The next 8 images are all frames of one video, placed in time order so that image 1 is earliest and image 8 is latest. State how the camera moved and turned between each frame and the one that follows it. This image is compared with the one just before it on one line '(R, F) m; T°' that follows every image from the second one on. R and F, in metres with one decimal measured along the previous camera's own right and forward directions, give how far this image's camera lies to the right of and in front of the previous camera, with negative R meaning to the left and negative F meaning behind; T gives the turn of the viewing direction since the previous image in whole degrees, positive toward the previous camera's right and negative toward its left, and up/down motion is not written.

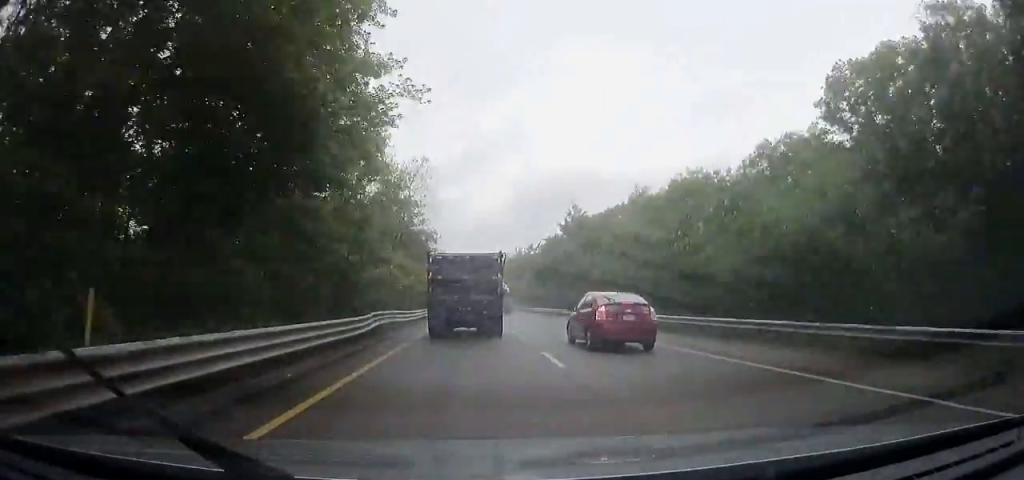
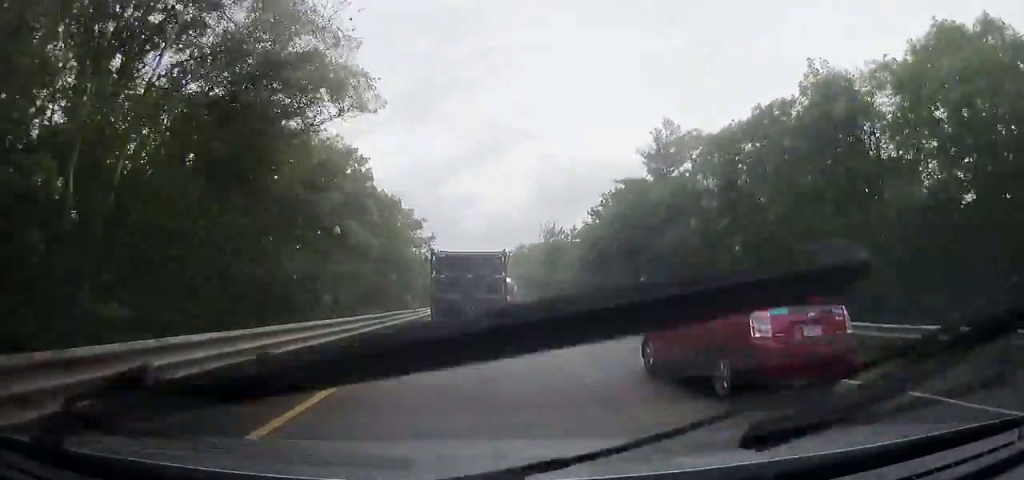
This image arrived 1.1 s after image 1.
(-0.1, +33.8) m; -1°
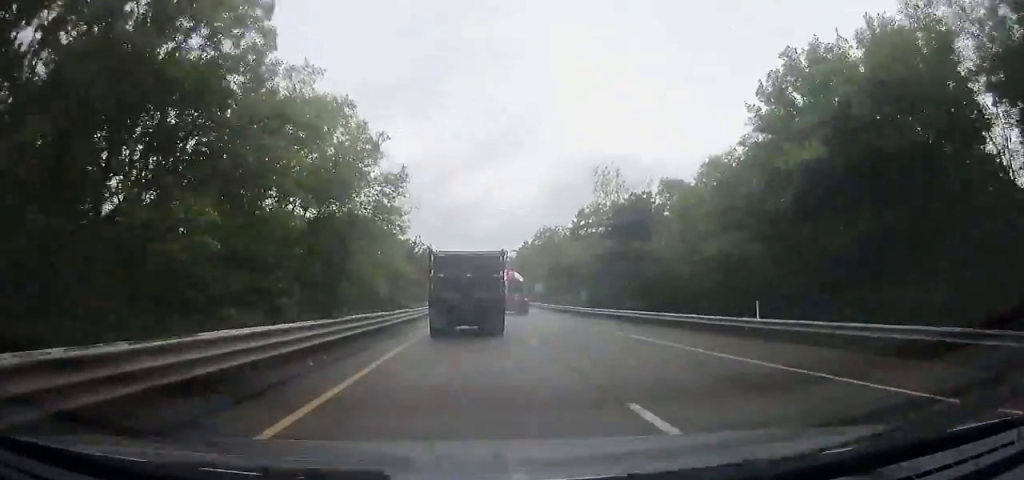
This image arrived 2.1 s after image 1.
(-0.3, +33.6) m; -1°
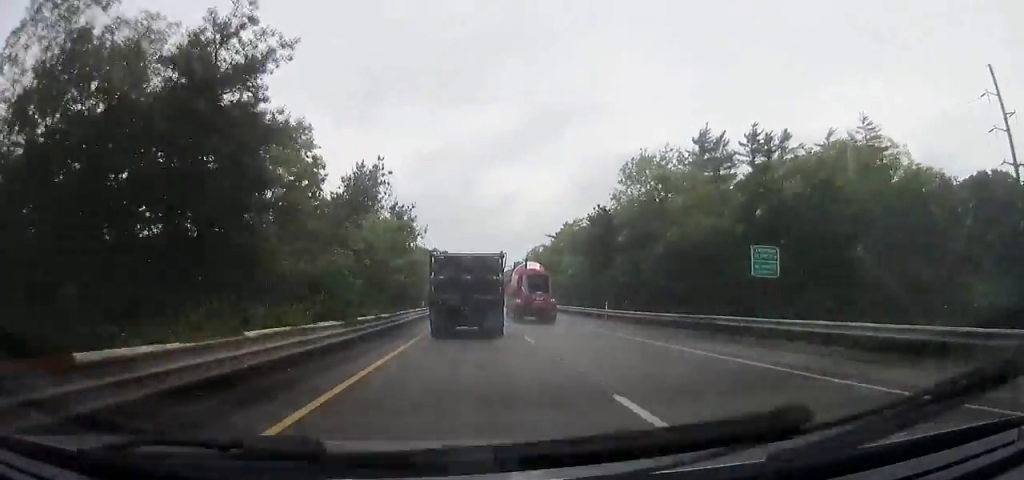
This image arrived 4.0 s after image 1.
(-0.8, +59.7) m; -1°
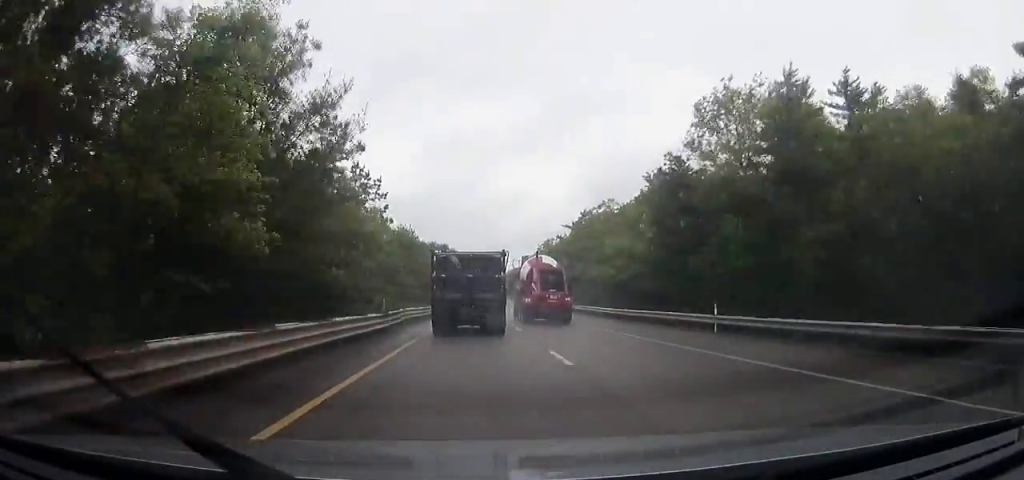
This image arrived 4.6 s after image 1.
(-0.1, +17.8) m; -1°
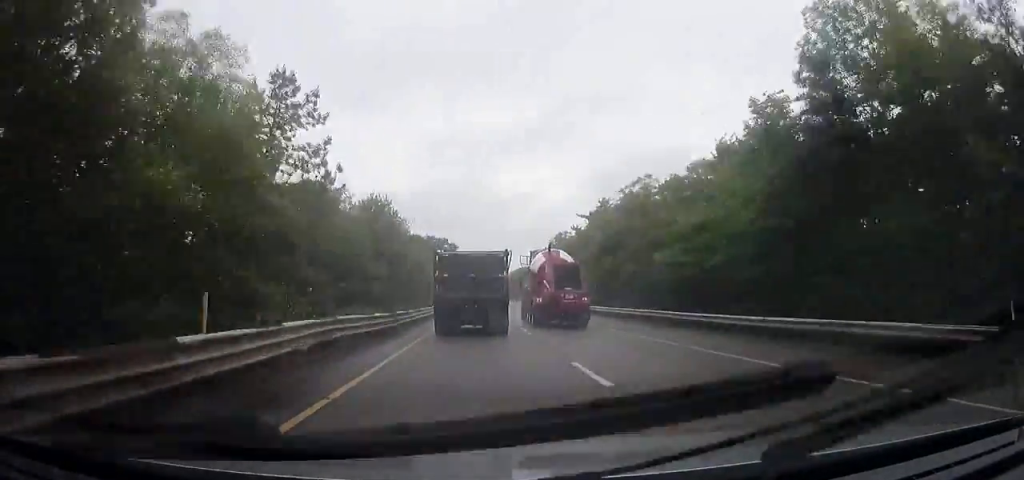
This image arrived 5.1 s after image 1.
(-0.1, +14.7) m; 0°
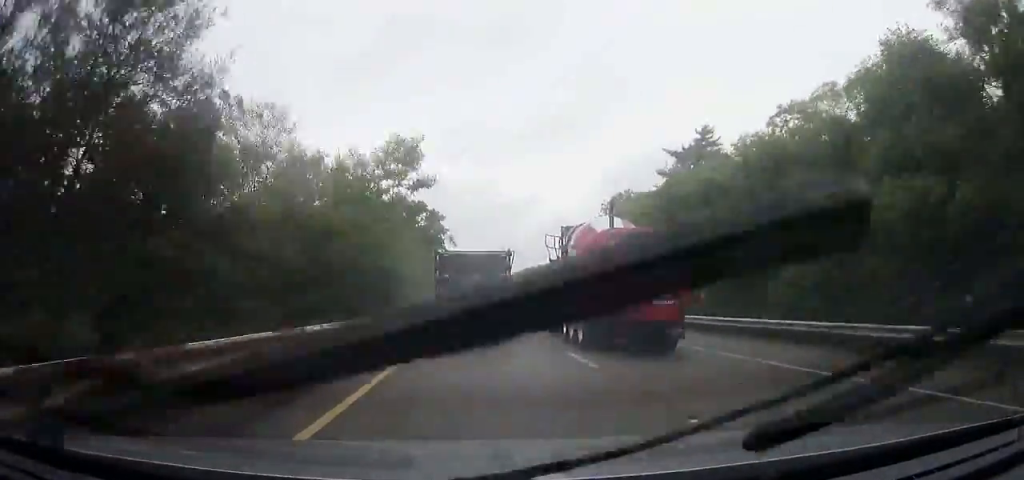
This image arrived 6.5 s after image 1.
(-0.1, +46.2) m; 0°
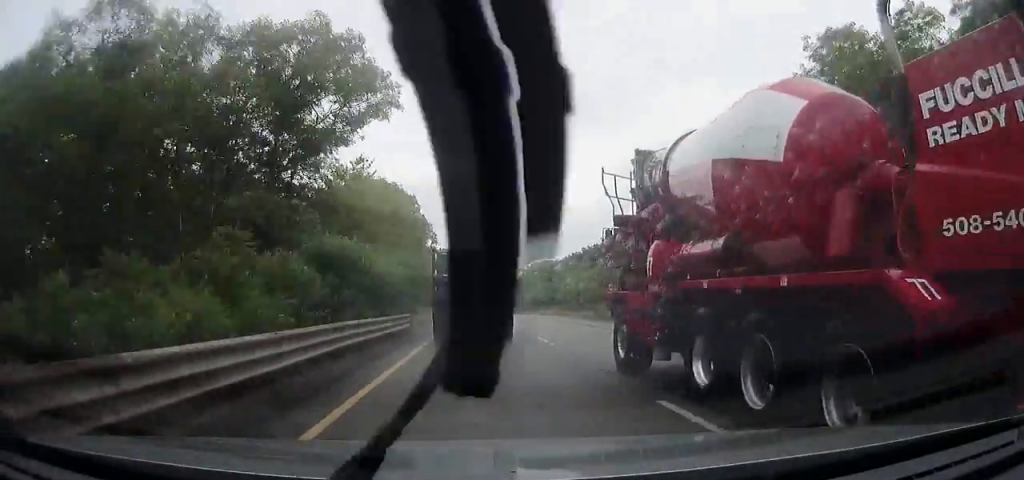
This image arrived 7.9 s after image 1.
(0.0, +43.0) m; 0°
